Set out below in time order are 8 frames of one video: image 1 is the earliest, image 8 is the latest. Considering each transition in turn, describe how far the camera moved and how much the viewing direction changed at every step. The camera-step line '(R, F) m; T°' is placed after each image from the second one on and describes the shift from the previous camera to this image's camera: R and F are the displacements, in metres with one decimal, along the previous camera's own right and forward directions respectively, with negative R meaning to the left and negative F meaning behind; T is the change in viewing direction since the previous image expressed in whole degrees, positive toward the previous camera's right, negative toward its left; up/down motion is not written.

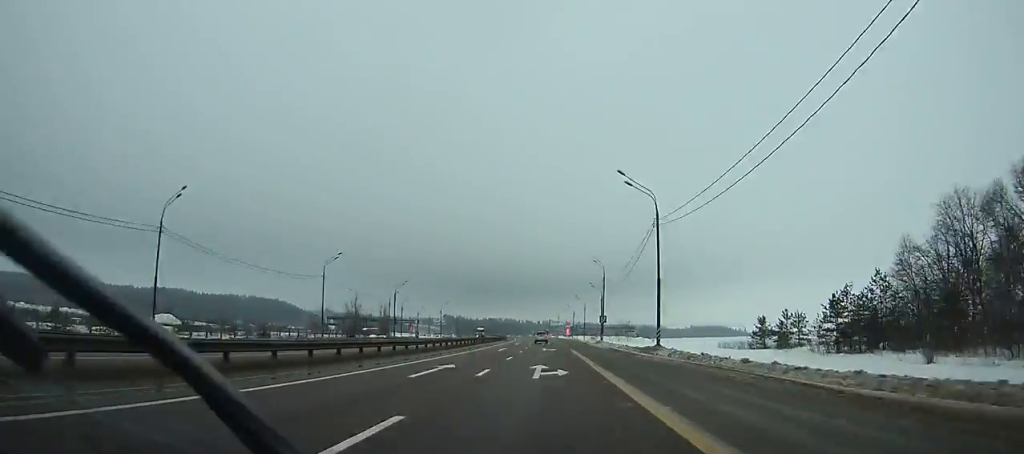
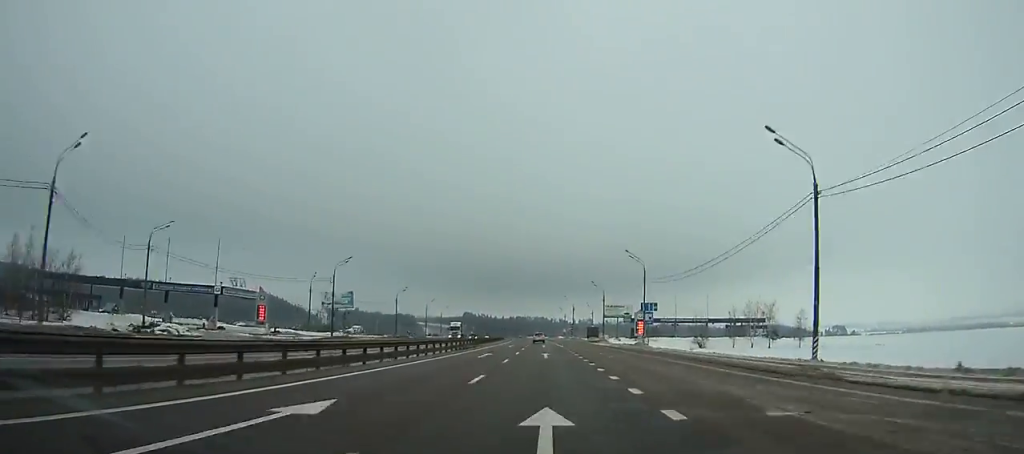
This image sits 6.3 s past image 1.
(-4.9, +157.1) m; -4°
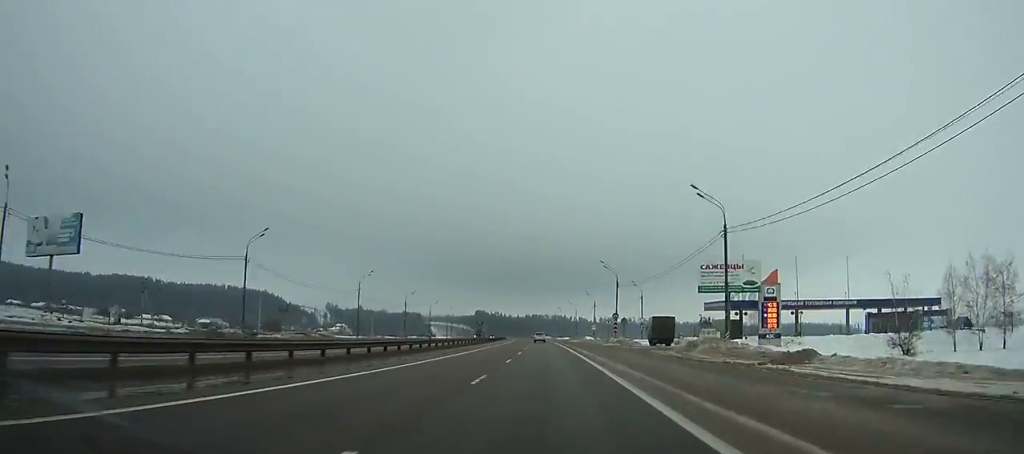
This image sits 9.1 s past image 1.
(-1.1, +70.3) m; -2°
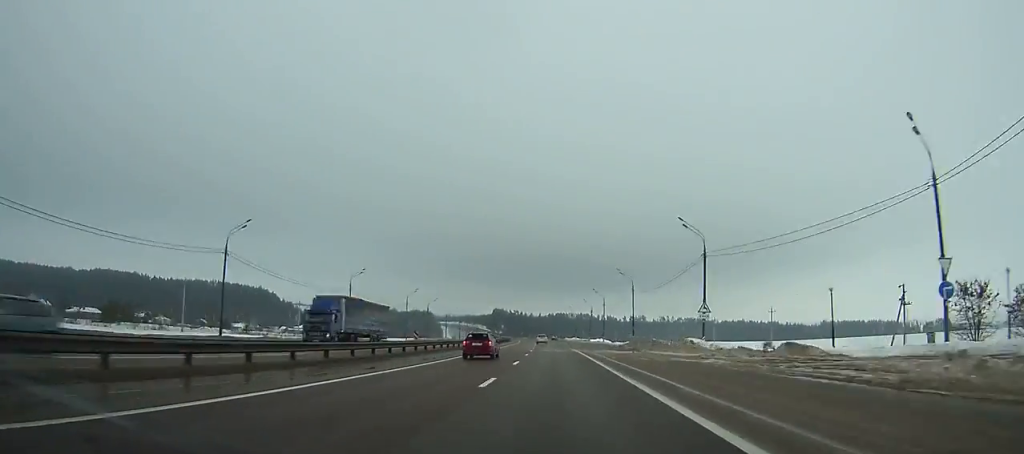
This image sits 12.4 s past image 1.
(-2.1, +83.6) m; -2°
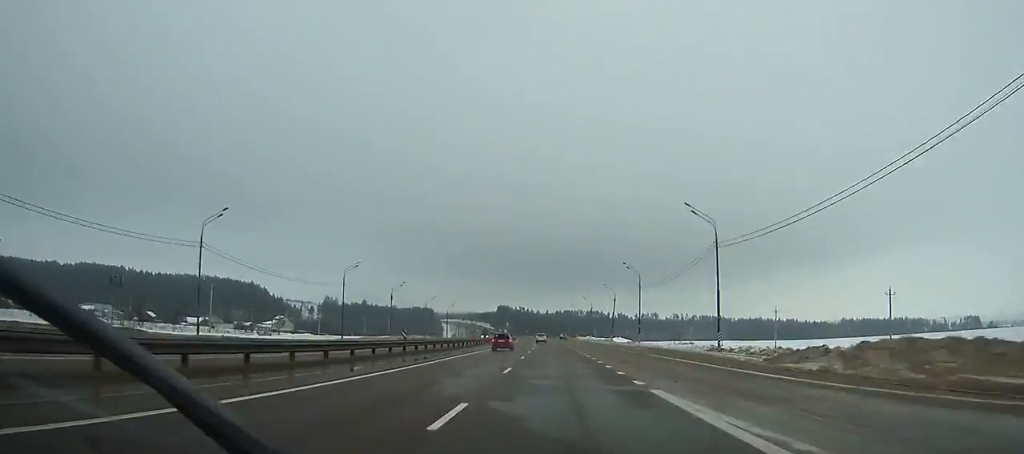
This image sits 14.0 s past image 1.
(-0.5, +41.0) m; -1°
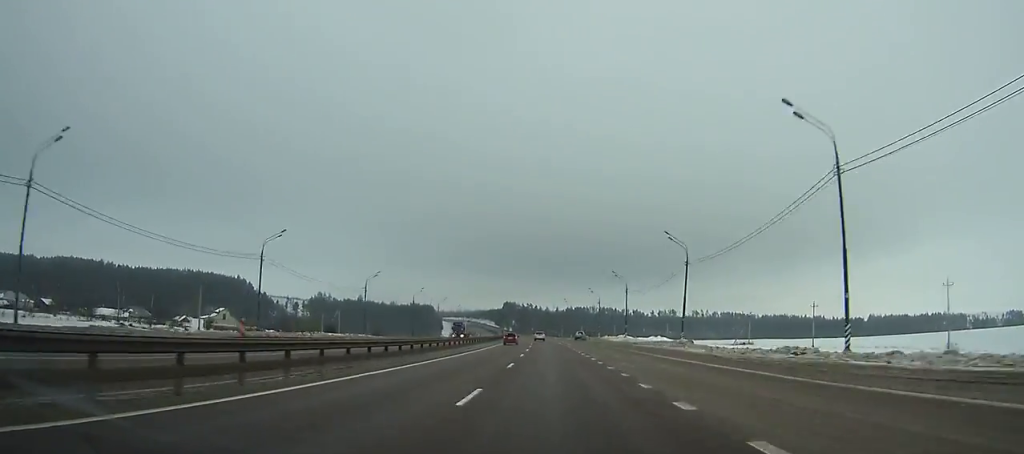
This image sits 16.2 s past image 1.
(-0.4, +56.8) m; -1°
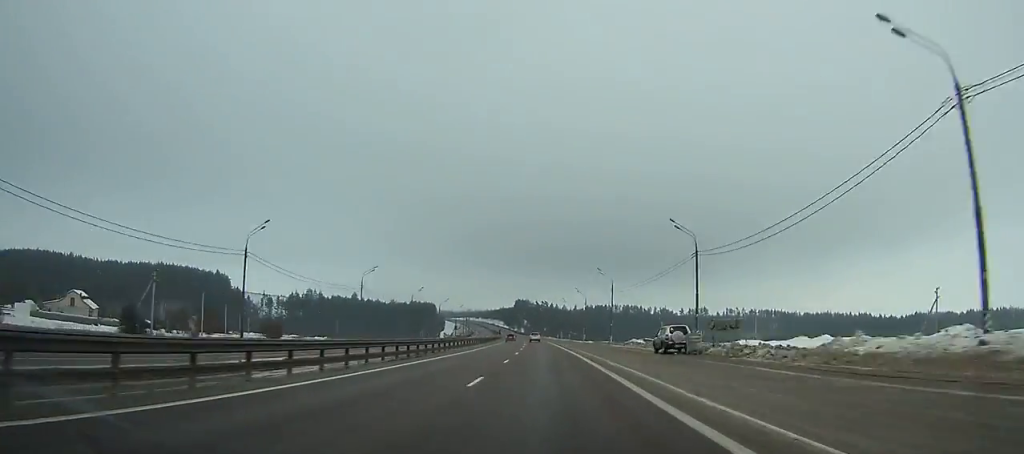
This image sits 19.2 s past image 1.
(-0.8, +78.5) m; -2°
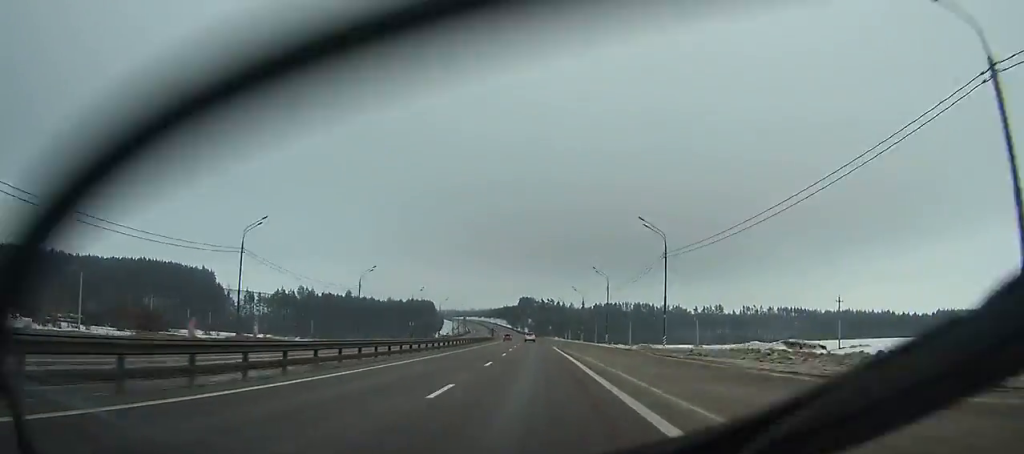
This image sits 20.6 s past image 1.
(+0.1, +37.0) m; -1°
